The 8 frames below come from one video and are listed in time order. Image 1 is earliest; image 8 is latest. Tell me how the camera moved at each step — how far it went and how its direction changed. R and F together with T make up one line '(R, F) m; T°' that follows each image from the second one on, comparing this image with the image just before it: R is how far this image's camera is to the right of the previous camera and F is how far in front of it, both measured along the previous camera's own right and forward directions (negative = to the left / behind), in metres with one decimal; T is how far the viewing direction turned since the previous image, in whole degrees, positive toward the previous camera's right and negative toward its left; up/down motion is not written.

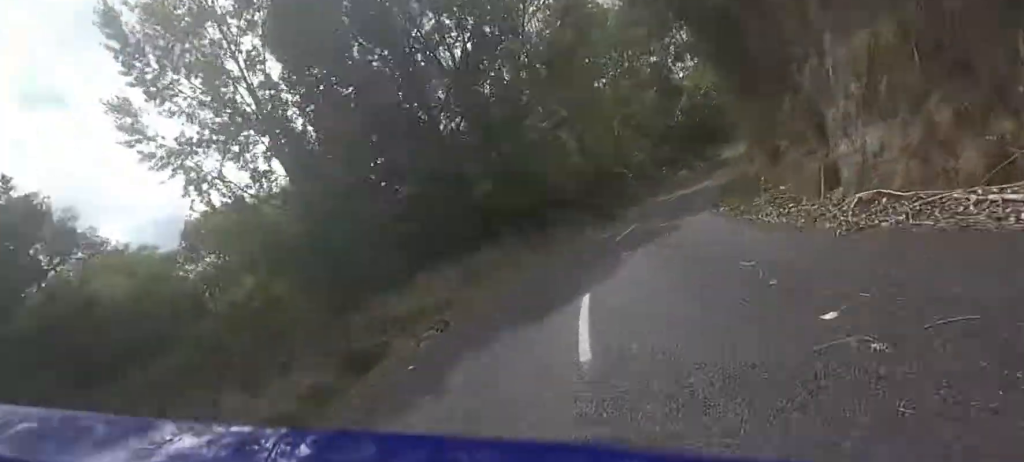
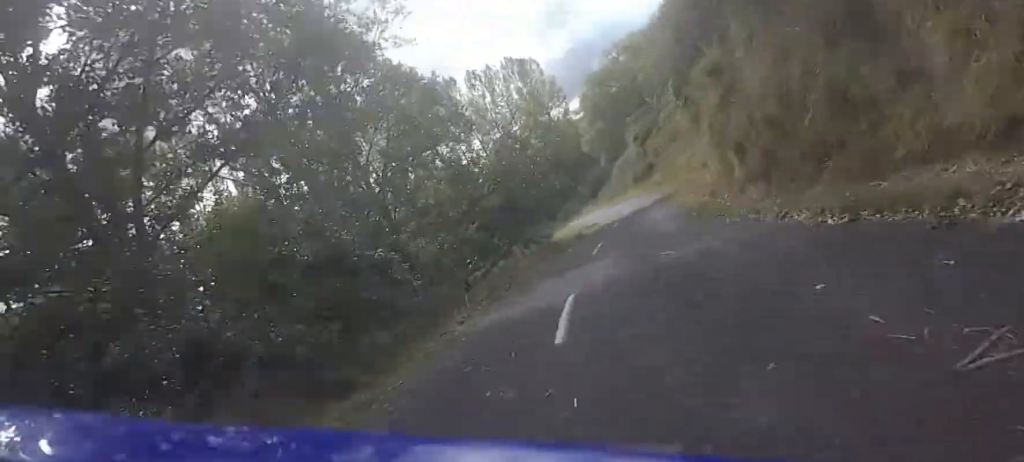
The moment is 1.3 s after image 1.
(+2.8, +23.1) m; +12°
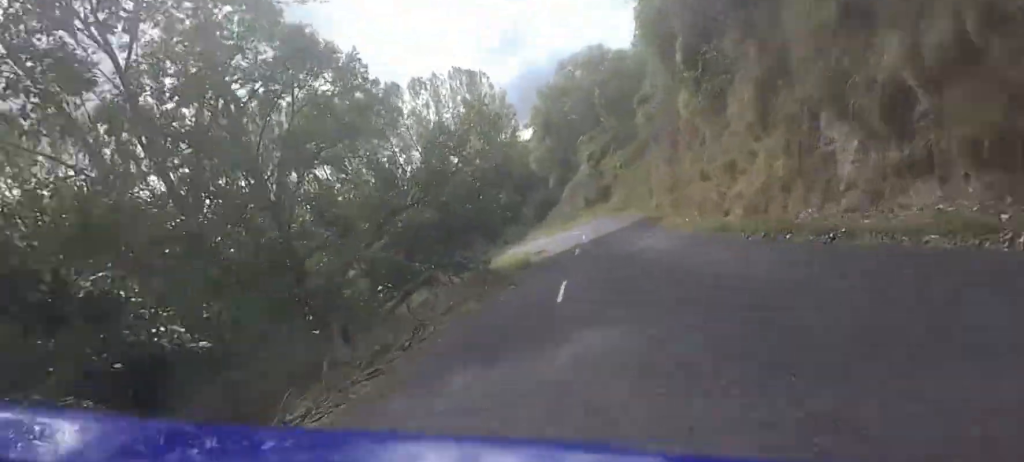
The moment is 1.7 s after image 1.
(+0.3, +8.1) m; +3°
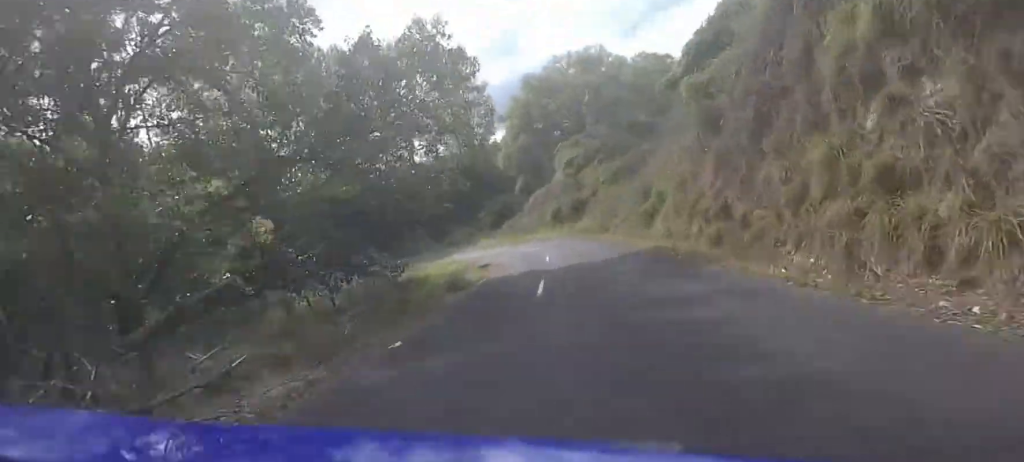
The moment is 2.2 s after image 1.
(+0.1, +9.9) m; +4°
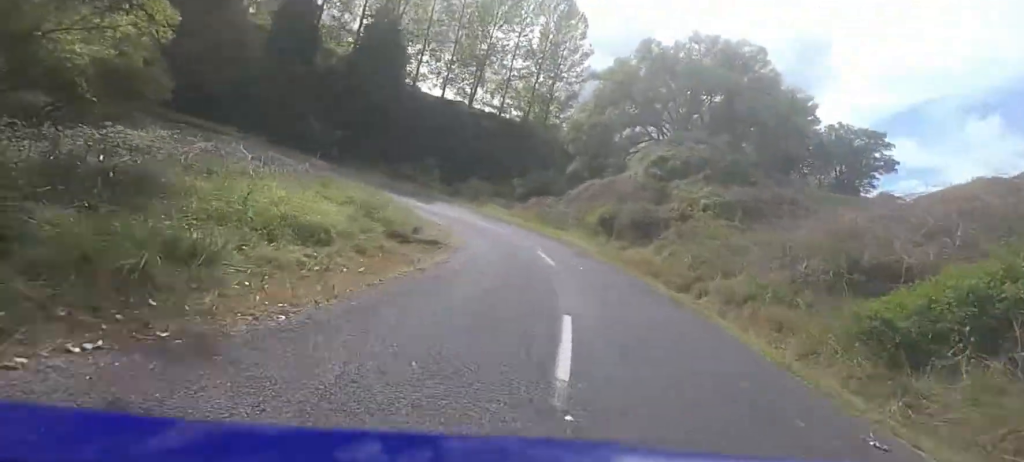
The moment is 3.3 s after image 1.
(+1.3, +18.1) m; +2°
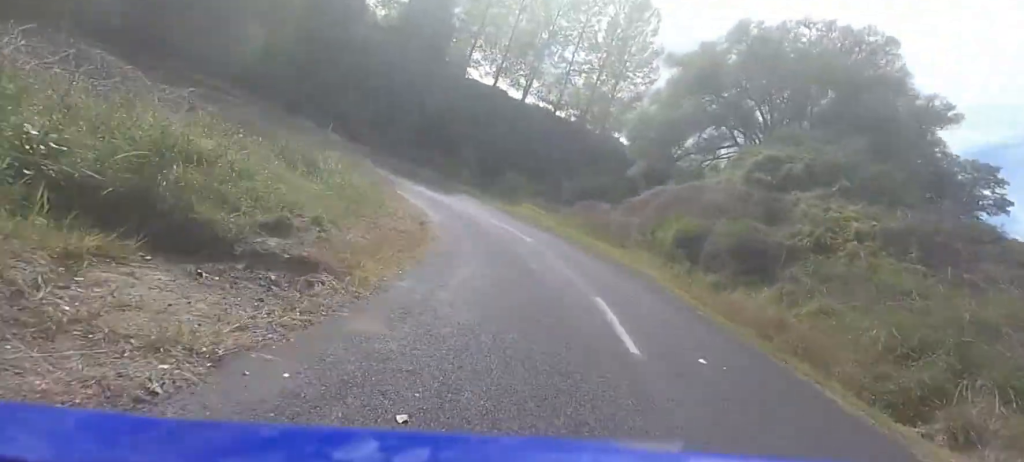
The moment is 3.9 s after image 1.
(-0.2, +10.5) m; -4°
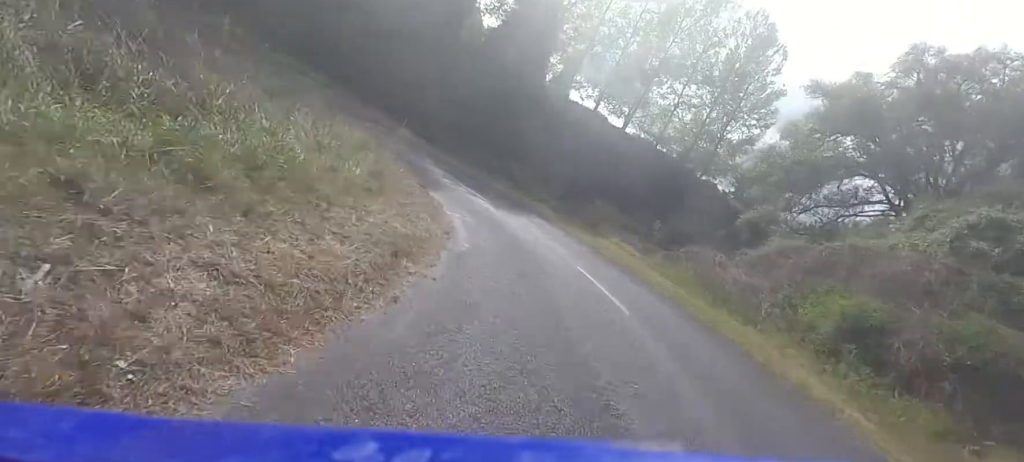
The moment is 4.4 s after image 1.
(-0.3, +8.1) m; -5°
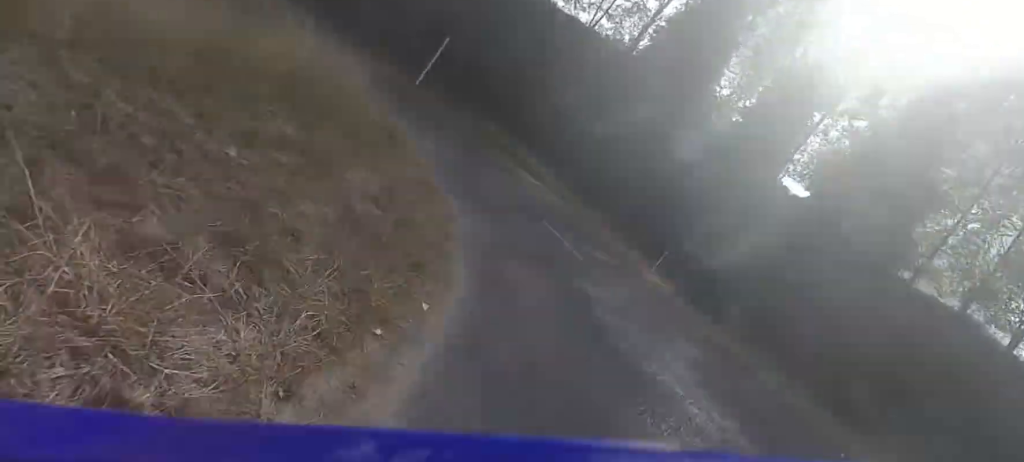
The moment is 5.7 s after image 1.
(-1.8, +19.9) m; -6°
